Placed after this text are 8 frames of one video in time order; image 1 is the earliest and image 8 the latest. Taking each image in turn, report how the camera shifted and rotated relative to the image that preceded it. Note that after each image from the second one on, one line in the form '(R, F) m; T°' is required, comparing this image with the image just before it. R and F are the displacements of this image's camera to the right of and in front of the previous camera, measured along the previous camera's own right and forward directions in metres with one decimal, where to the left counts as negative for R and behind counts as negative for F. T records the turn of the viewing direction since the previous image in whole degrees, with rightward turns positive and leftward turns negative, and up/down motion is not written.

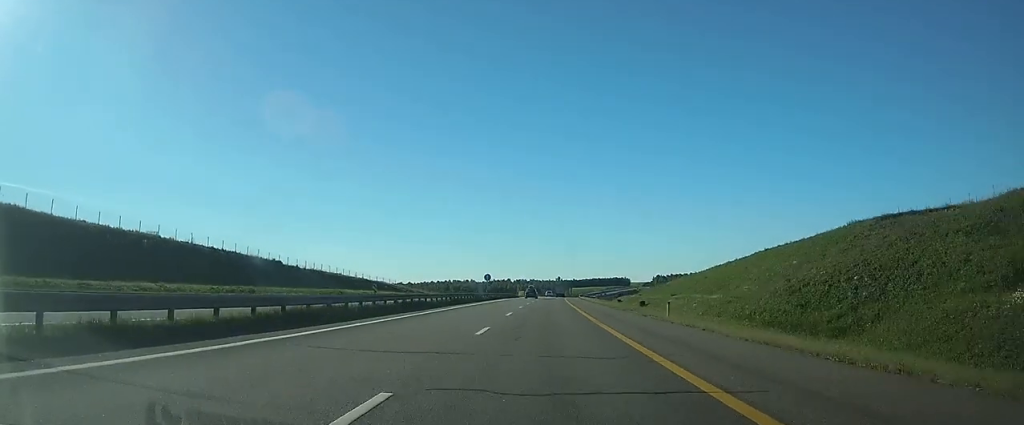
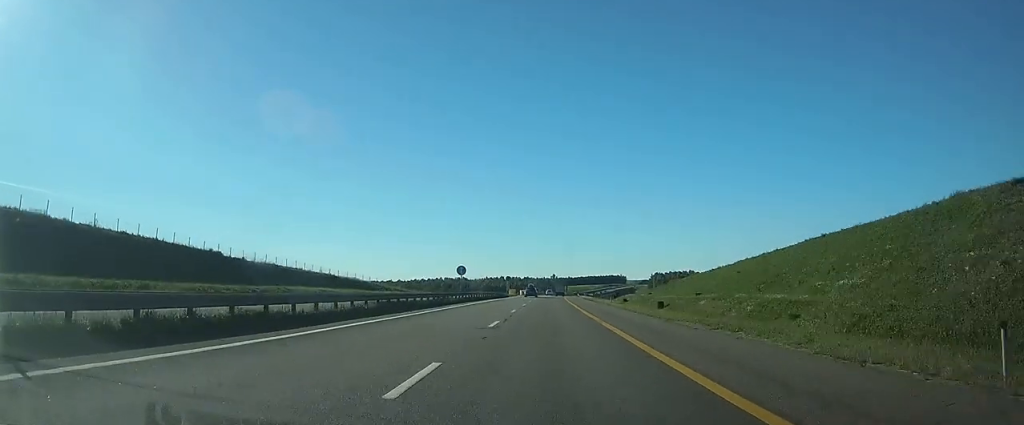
(0.0, +21.1) m; +1°
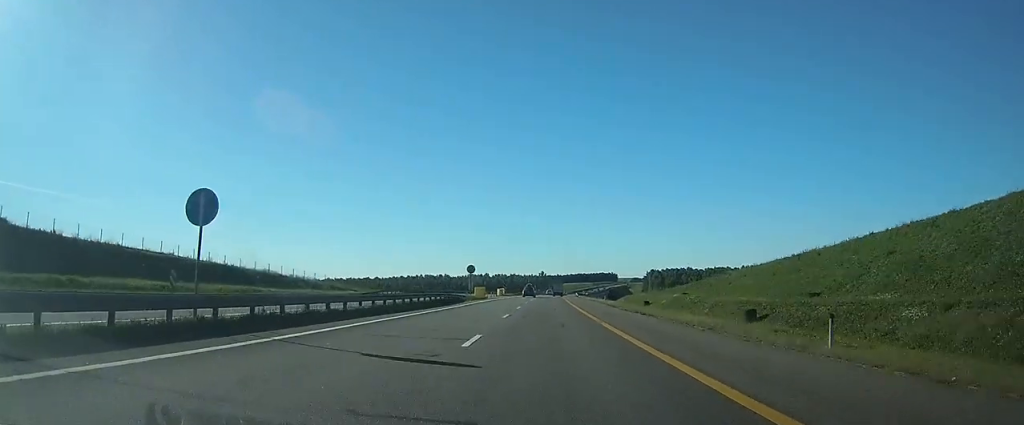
(+0.6, +42.5) m; +1°
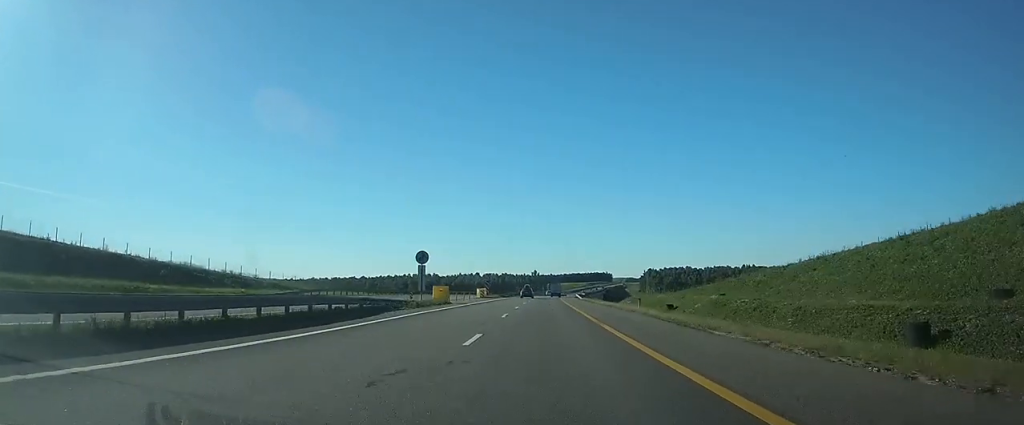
(0.0, +23.4) m; +1°
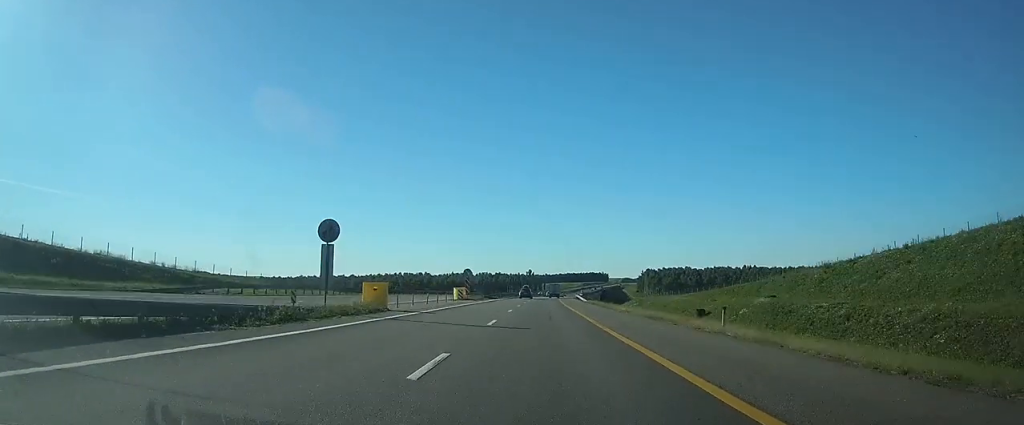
(+0.1, +17.3) m; +1°
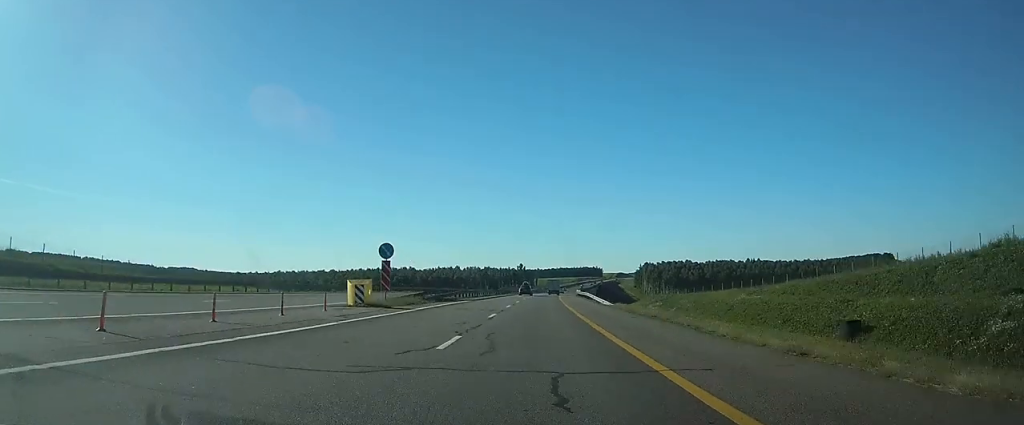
(+0.2, +32.6) m; +1°
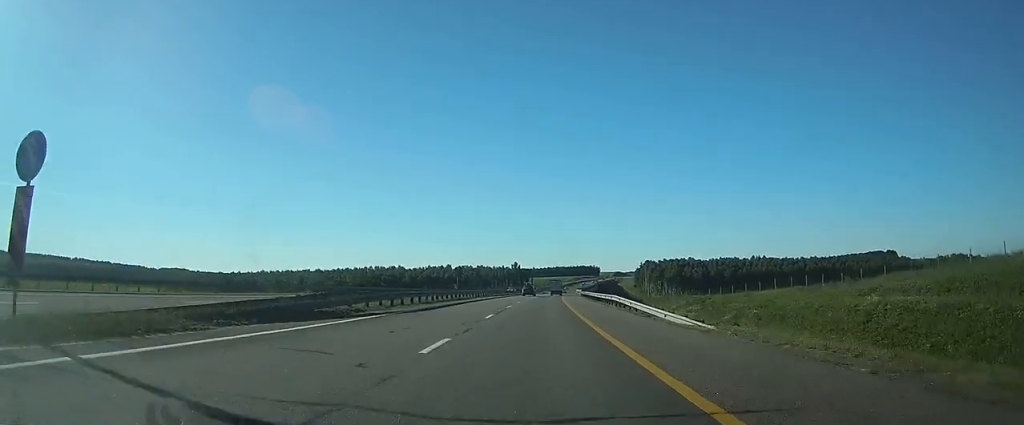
(+0.1, +25.4) m; +1°
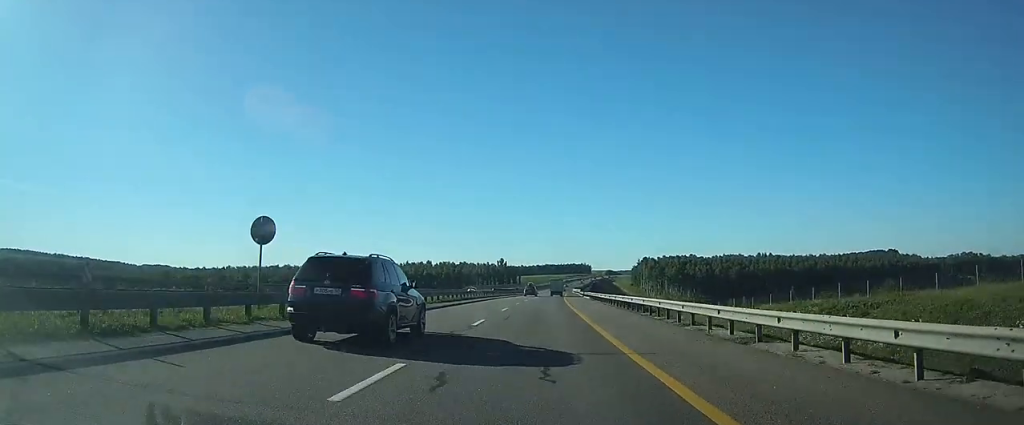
(+0.3, +41.3) m; +1°
